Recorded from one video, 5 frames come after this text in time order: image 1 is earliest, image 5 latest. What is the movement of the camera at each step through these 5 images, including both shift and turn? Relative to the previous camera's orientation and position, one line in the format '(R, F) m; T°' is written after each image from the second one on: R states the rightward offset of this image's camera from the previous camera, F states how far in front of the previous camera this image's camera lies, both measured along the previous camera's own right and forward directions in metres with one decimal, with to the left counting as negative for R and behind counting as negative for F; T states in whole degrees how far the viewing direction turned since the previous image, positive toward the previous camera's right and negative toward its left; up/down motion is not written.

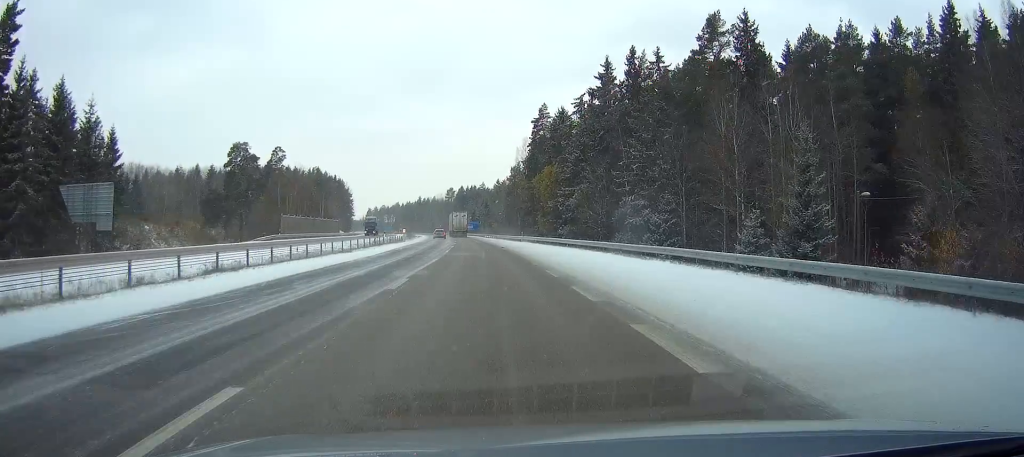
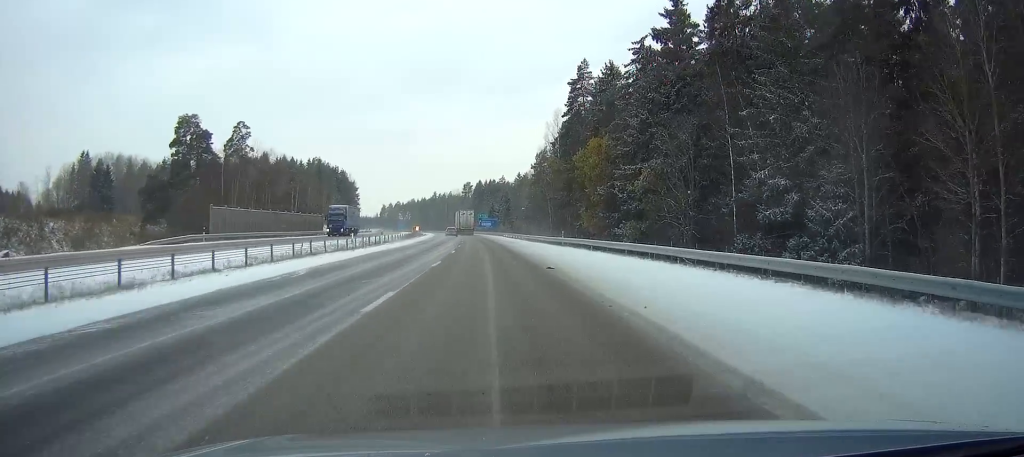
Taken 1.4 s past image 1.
(-0.4, +27.8) m; -1°
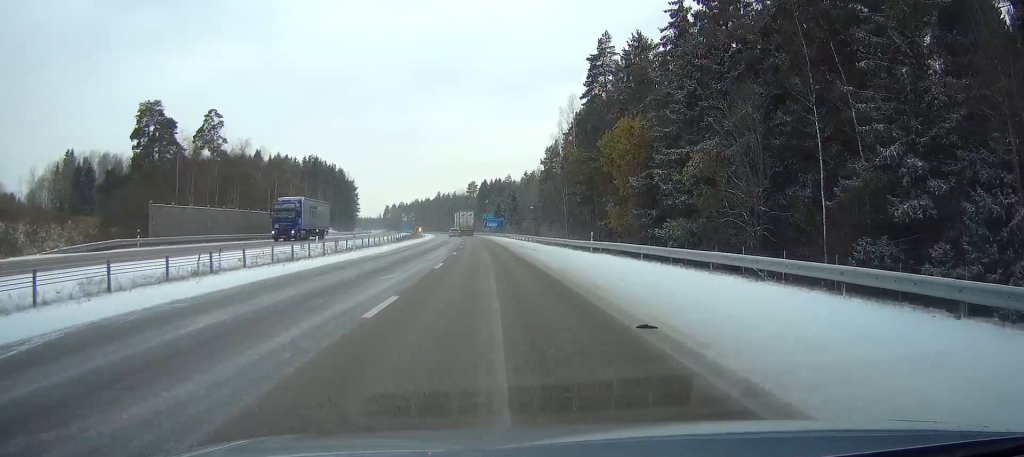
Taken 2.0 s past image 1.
(0.0, +12.5) m; 0°
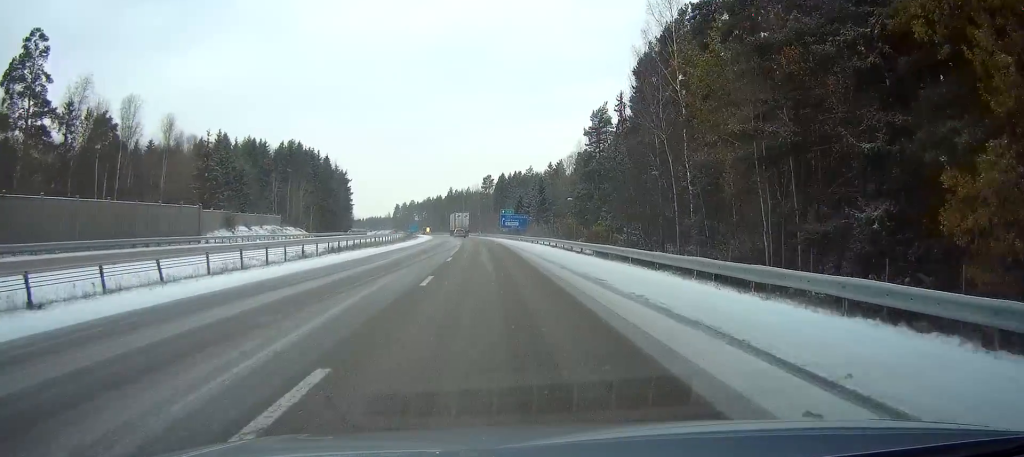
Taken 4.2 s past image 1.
(-0.6, +42.1) m; -2°
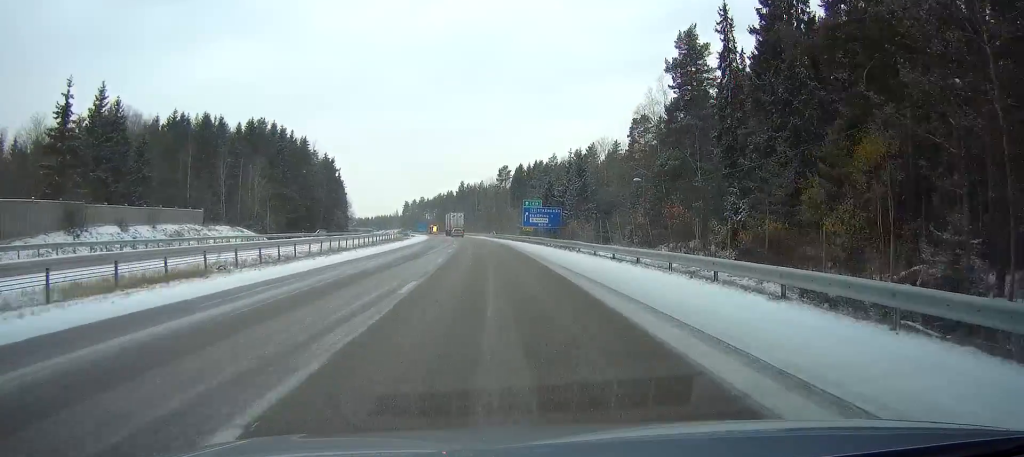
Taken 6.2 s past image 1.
(-0.5, +37.5) m; -1°
